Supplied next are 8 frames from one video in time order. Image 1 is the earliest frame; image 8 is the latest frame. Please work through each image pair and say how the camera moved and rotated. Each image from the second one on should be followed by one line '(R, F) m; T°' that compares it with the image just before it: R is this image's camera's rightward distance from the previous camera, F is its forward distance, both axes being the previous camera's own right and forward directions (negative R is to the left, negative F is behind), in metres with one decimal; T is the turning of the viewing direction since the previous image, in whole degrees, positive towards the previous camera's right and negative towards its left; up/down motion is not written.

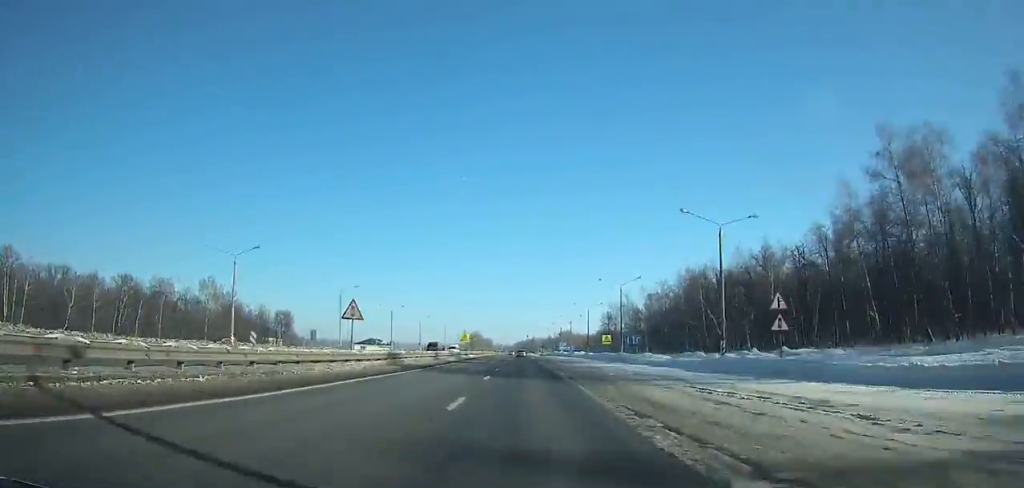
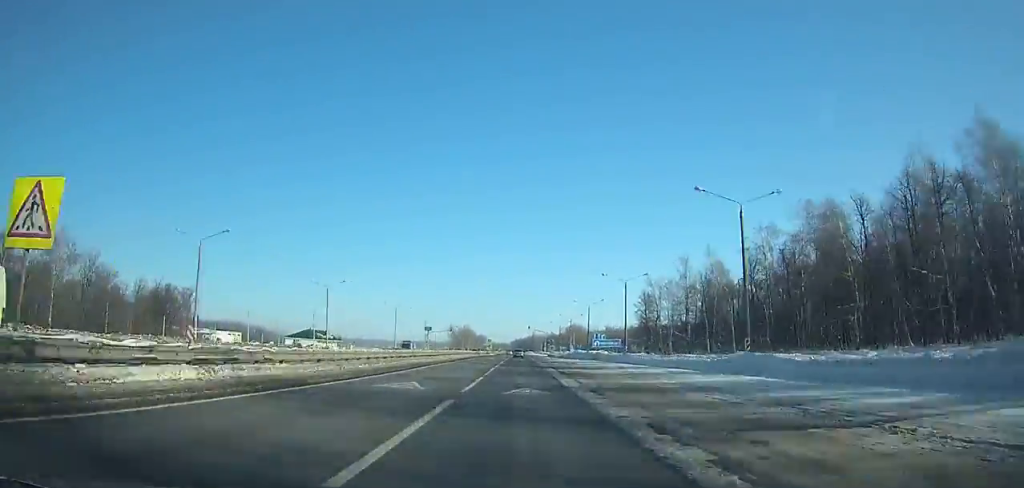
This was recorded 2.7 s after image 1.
(+0.3, +74.1) m; 0°
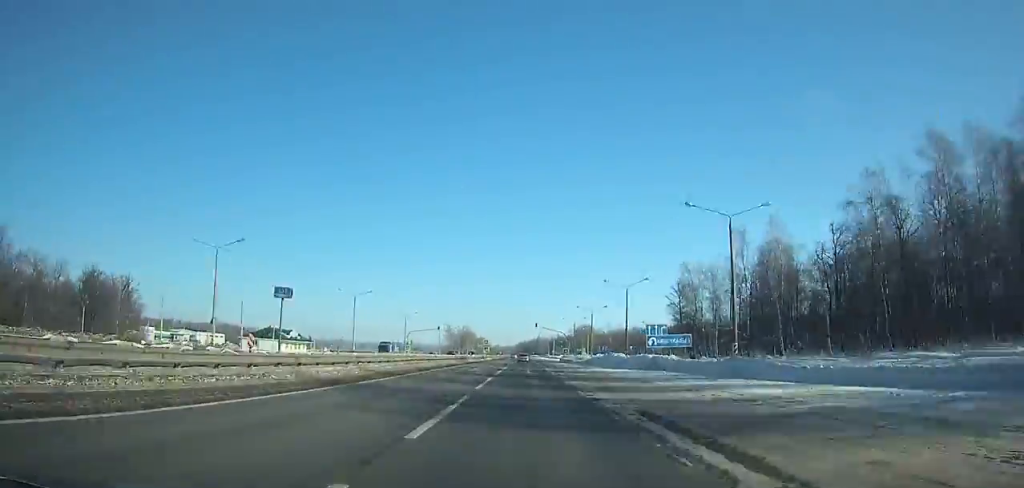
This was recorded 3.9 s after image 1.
(0.0, +32.7) m; 0°
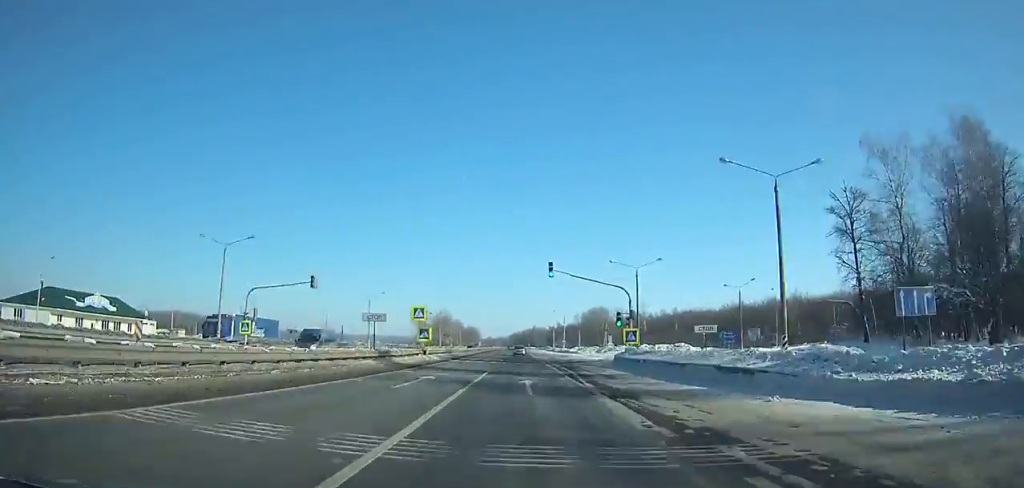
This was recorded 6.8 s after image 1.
(+0.2, +79.3) m; 0°
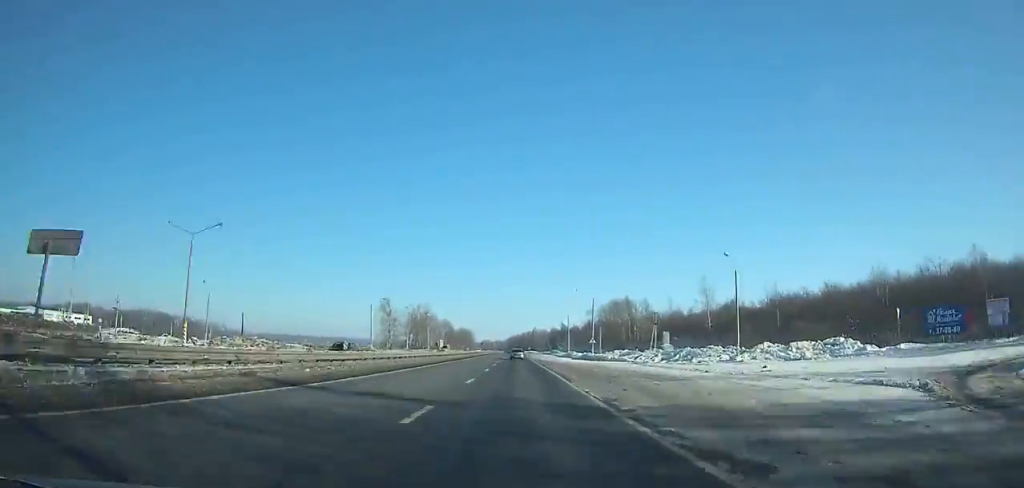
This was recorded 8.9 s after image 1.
(0.0, +57.7) m; 0°
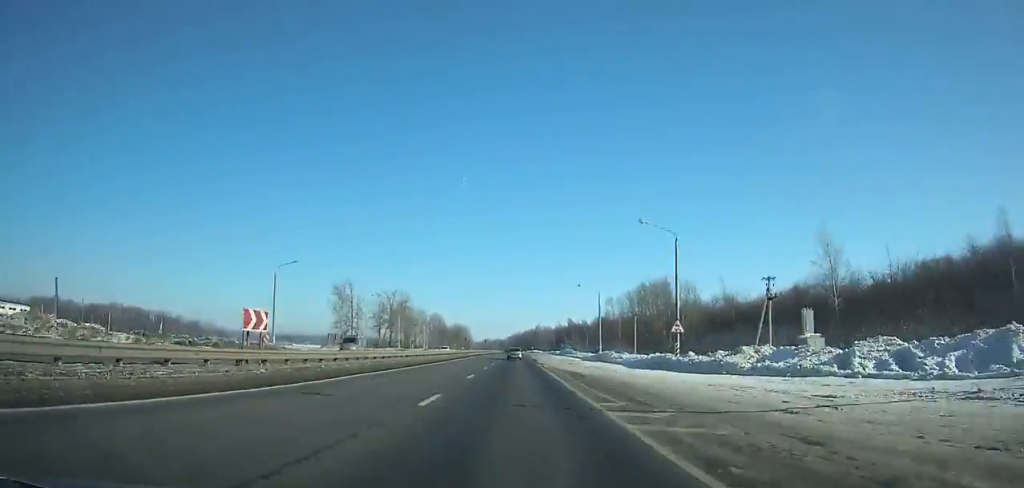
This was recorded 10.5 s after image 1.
(0.0, +44.2) m; 0°
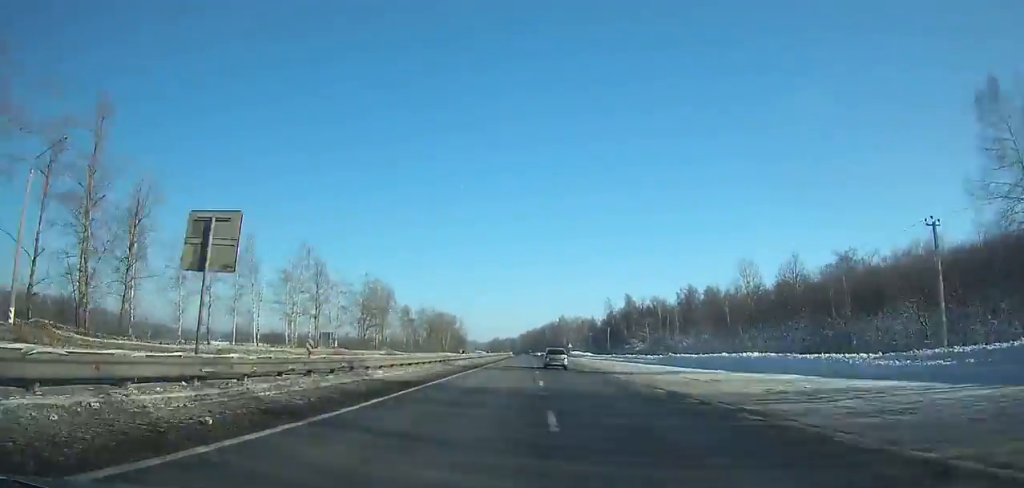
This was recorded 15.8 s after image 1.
(-0.7, +149.8) m; 0°
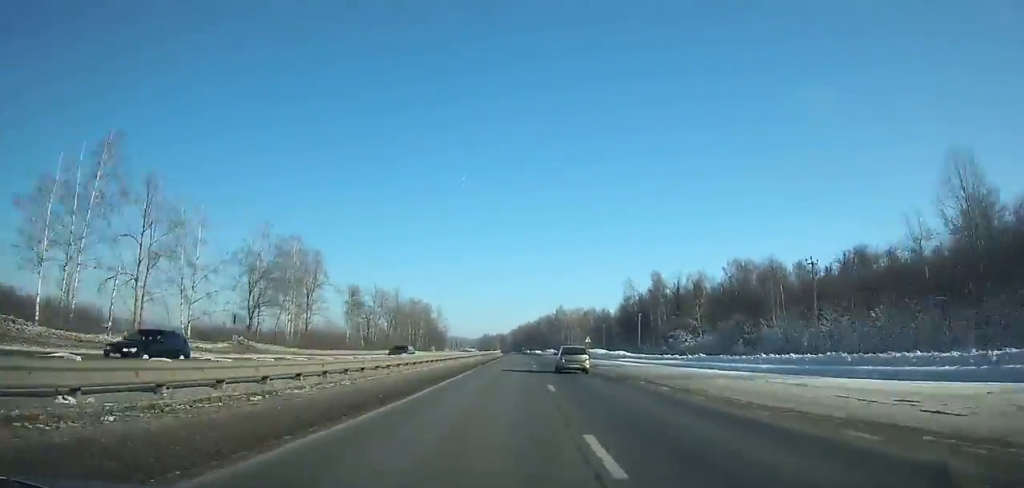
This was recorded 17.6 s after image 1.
(+0.1, +52.0) m; 0°
